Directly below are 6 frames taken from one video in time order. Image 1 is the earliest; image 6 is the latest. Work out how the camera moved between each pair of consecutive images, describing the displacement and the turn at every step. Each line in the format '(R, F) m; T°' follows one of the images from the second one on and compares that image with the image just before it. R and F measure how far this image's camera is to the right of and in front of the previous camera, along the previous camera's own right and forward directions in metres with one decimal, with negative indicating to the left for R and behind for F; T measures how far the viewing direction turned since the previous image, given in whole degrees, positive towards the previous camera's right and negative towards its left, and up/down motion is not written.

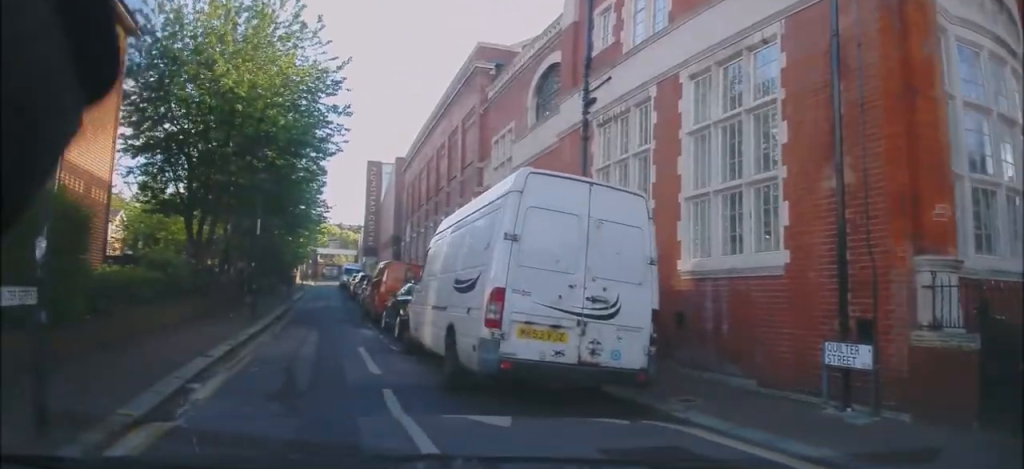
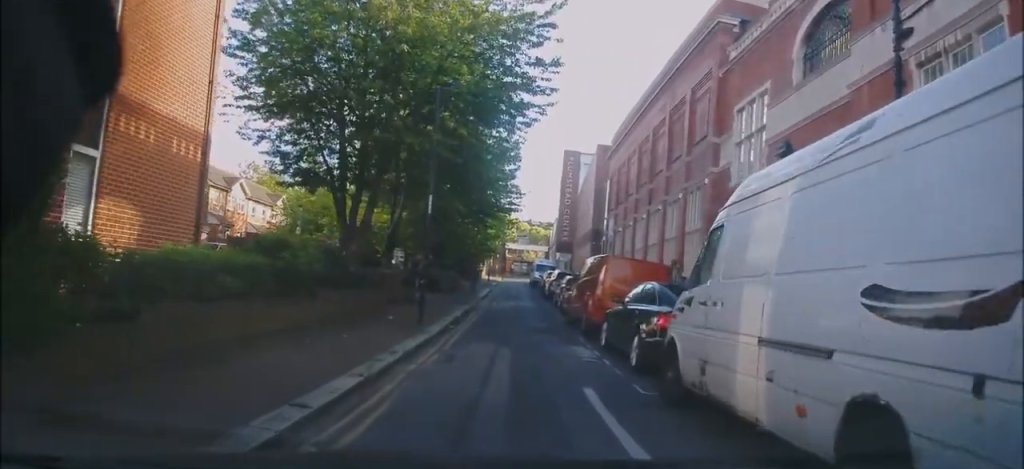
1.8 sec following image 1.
(-0.2, +4.1) m; -6°
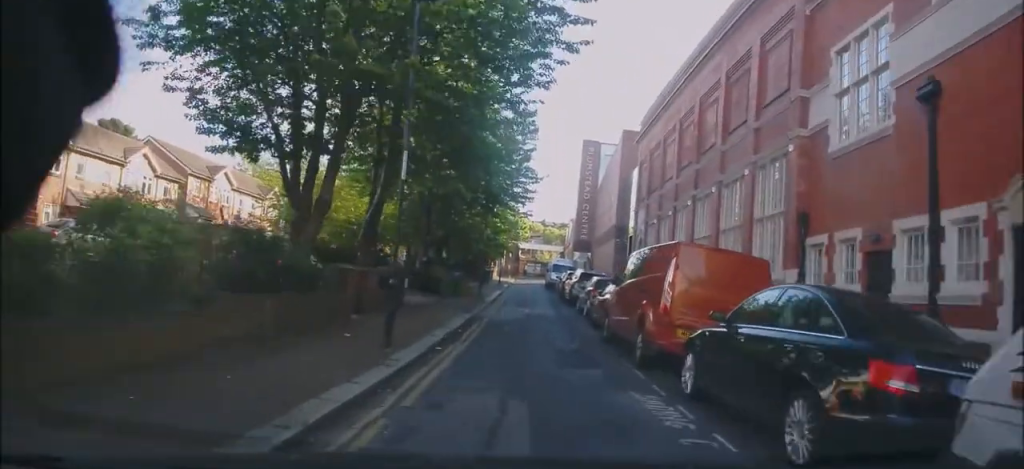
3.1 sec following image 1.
(-0.2, +4.2) m; 0°
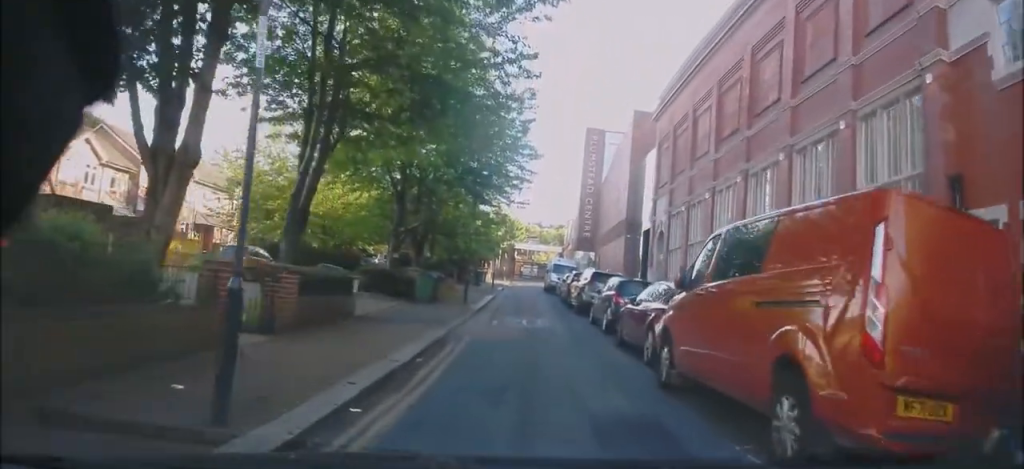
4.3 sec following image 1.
(+0.1, +4.4) m; -2°
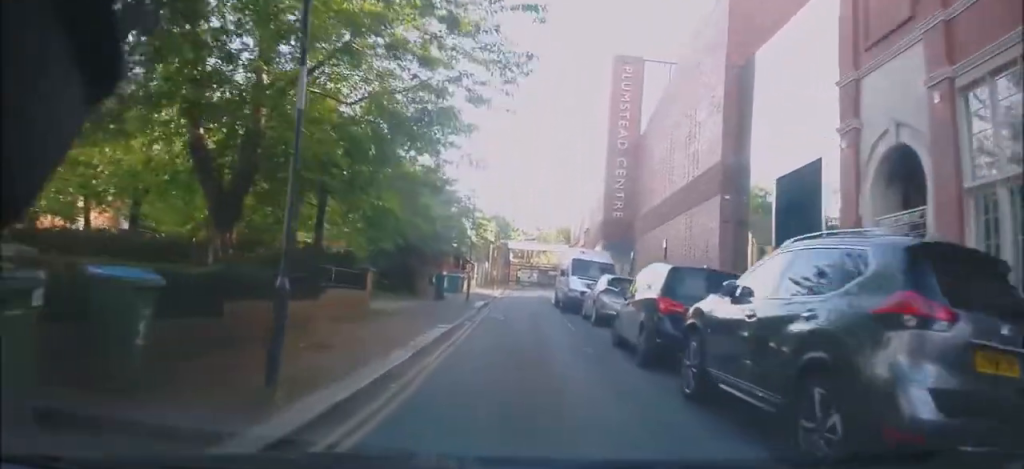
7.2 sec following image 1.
(-1.9, +17.5) m; -10°
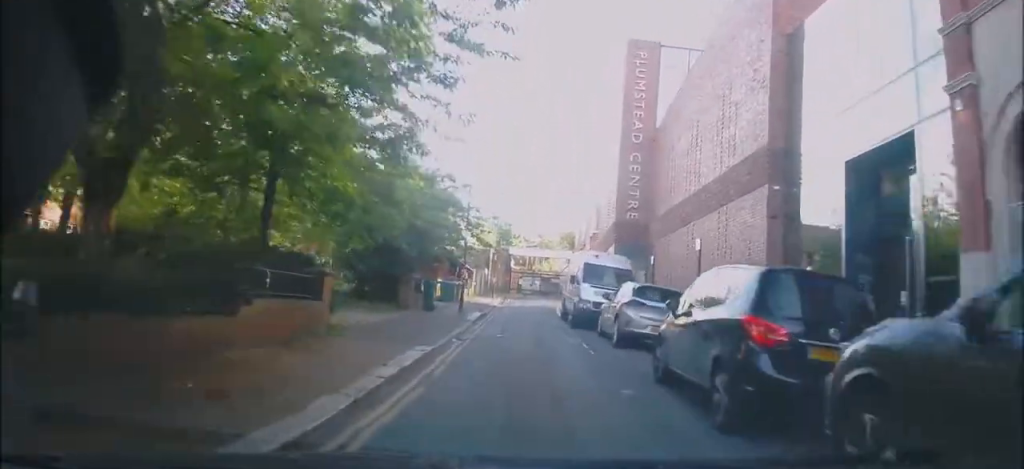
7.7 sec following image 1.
(0.0, +3.1) m; -1°
